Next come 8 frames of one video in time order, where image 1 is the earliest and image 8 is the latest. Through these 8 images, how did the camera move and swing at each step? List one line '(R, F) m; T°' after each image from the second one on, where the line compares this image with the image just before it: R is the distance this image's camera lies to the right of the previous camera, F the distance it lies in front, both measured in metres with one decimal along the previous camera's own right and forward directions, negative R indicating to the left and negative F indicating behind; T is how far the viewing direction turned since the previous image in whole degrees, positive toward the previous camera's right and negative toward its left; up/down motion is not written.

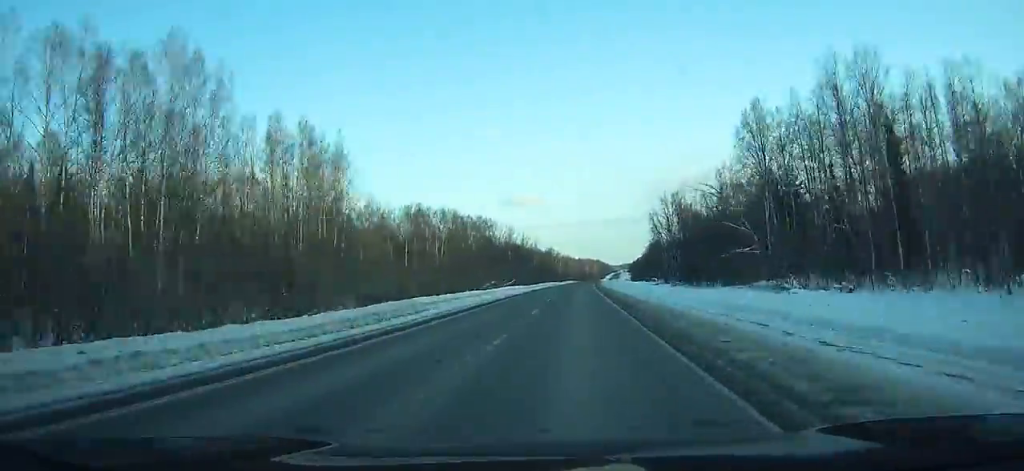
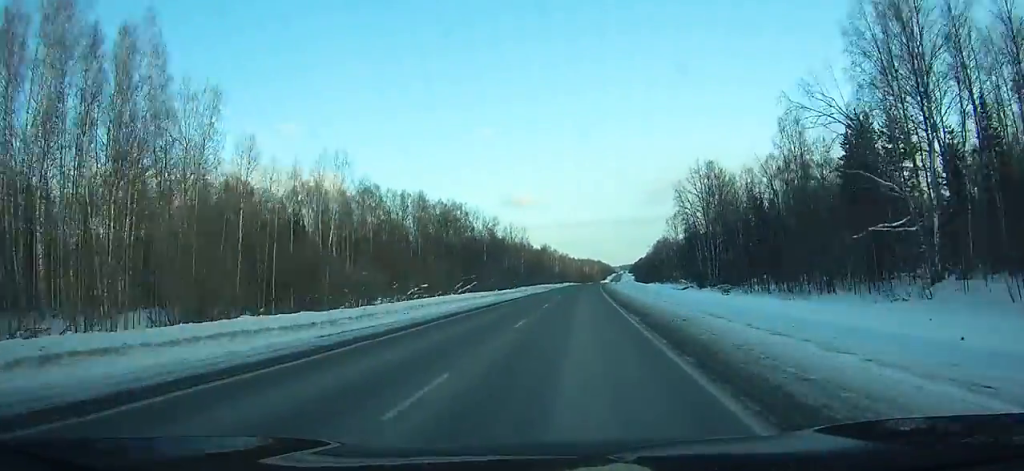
(0.0, +41.9) m; 0°
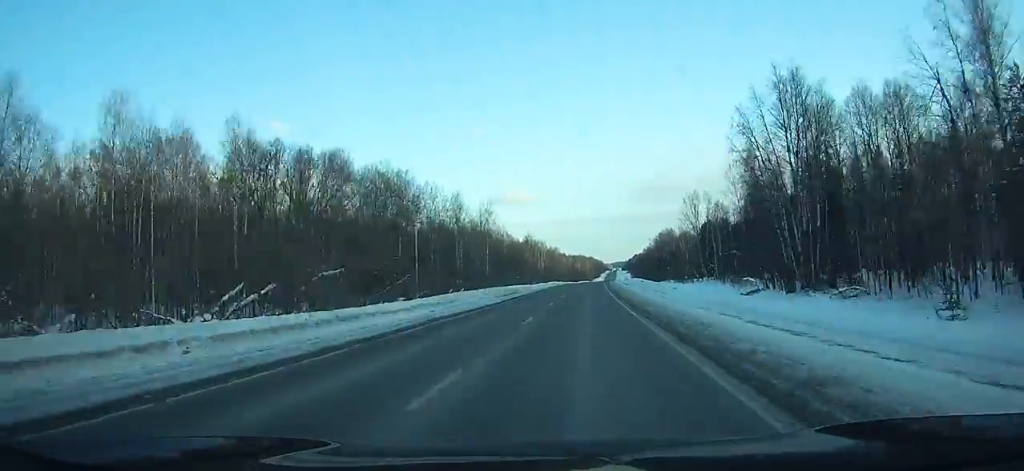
(0.0, +47.8) m; +1°
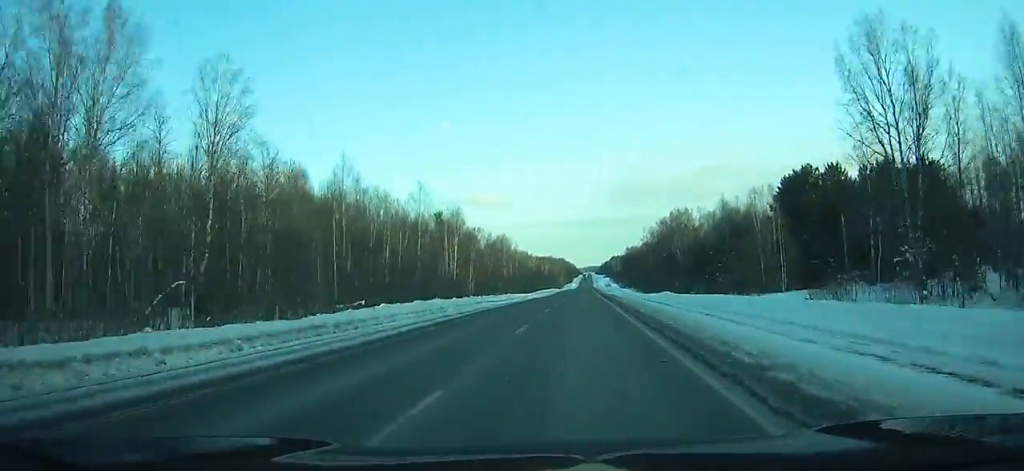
(+2.1, +109.8) m; +2°
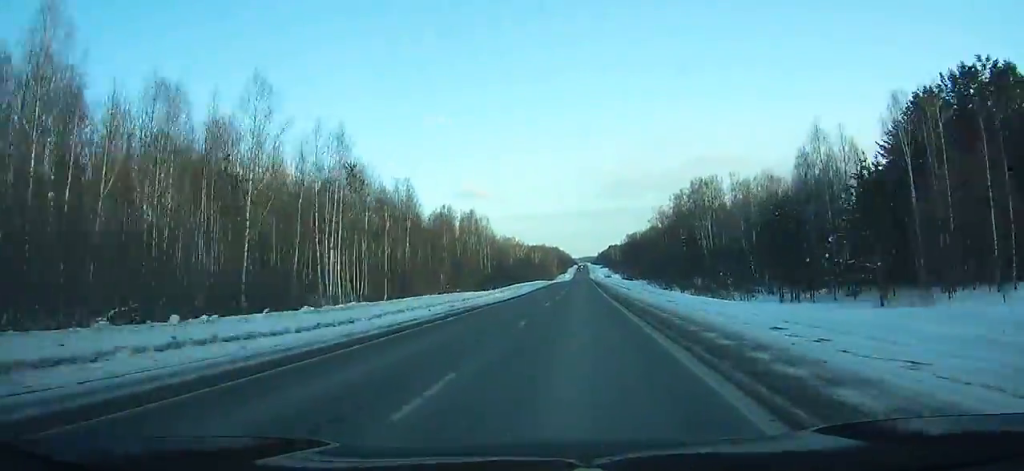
(+0.4, +46.1) m; +1°
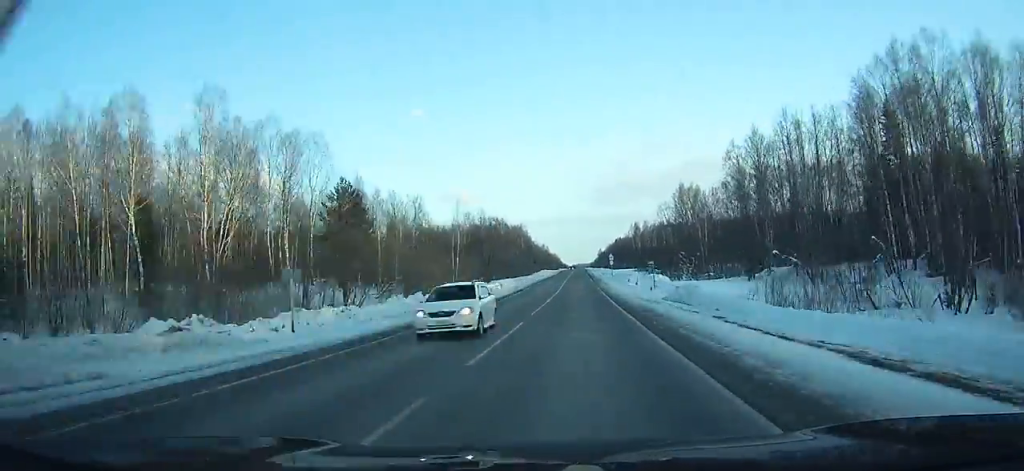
(+3.3, +255.3) m; +1°
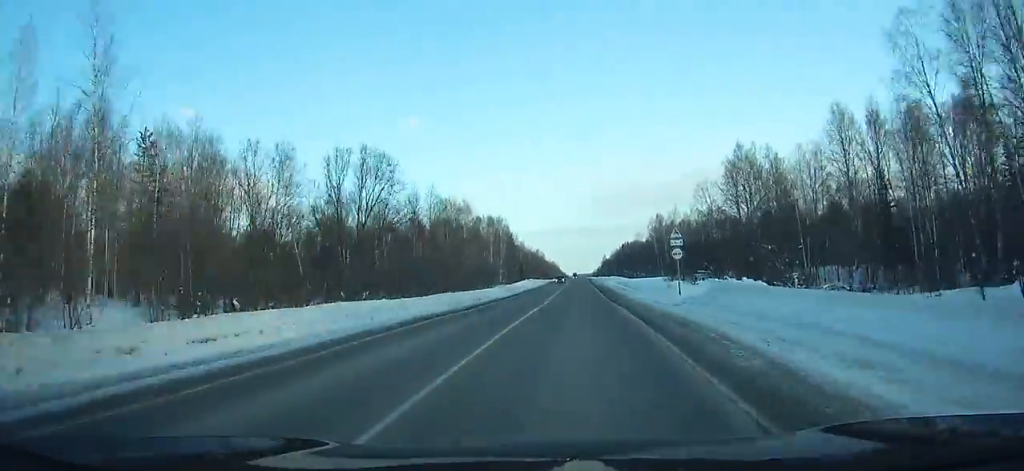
(+0.3, +66.7) m; 0°
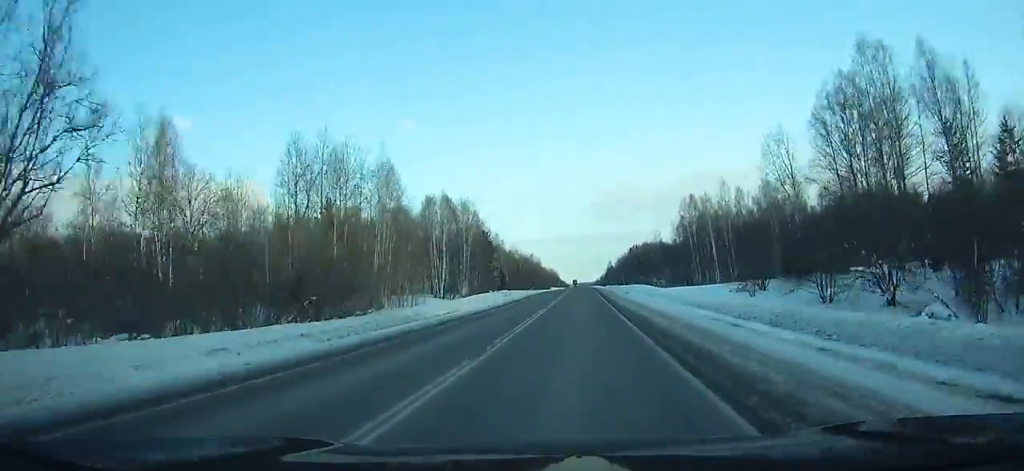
(0.0, +55.8) m; 0°
